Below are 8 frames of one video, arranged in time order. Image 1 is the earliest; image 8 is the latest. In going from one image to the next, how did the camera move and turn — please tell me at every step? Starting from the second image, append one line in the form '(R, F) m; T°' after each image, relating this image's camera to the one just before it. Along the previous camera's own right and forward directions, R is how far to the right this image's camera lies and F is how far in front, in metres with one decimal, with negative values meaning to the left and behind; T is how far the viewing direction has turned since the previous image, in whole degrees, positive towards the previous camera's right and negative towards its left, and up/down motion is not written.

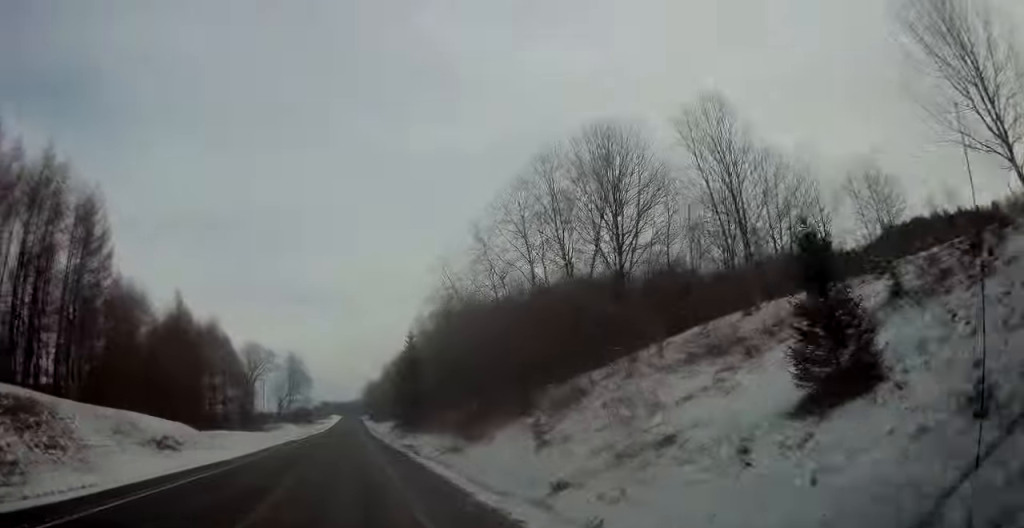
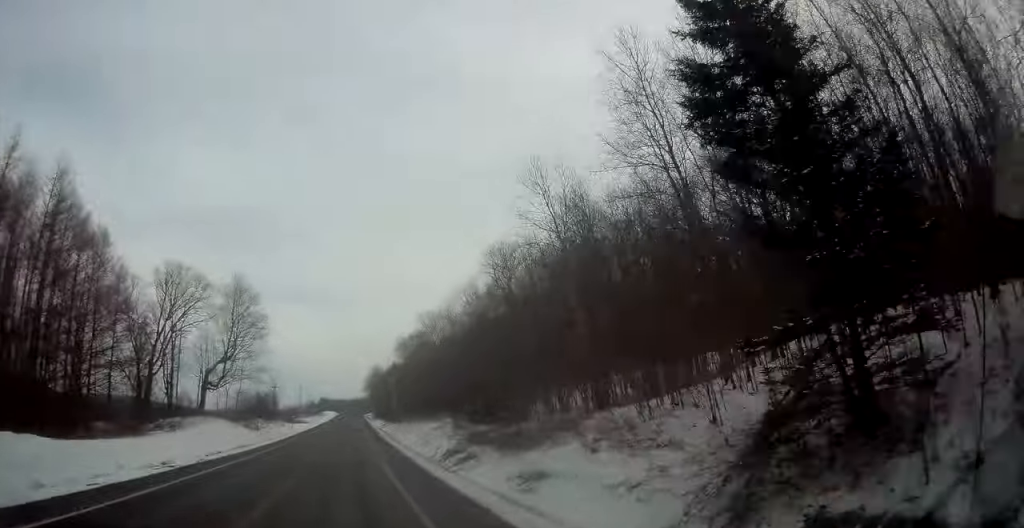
(+0.7, +67.9) m; 0°
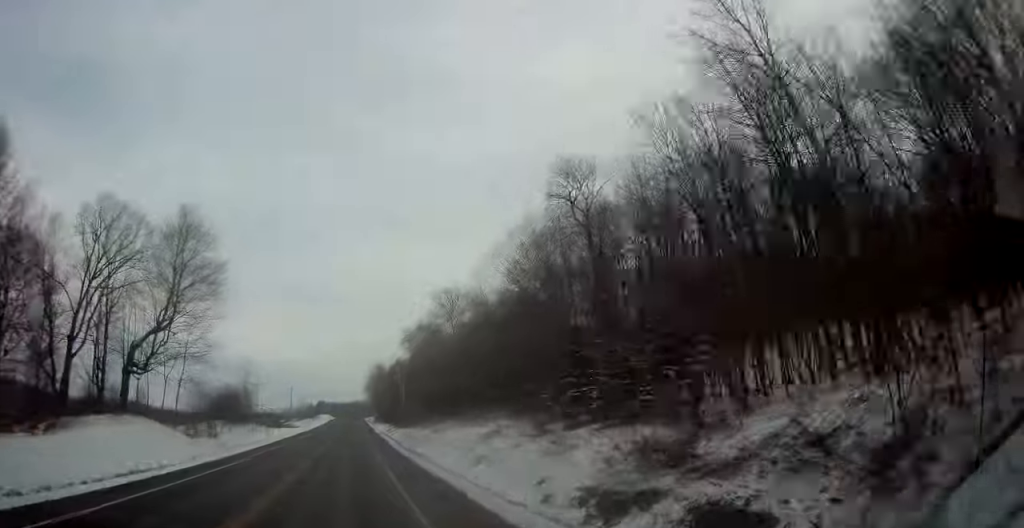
(-0.2, +23.5) m; -1°
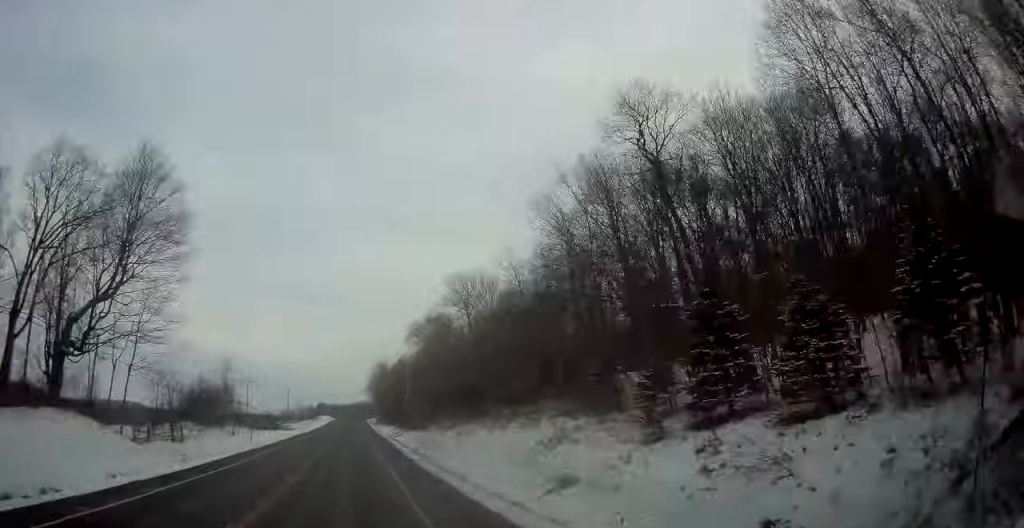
(0.0, +11.3) m; 0°
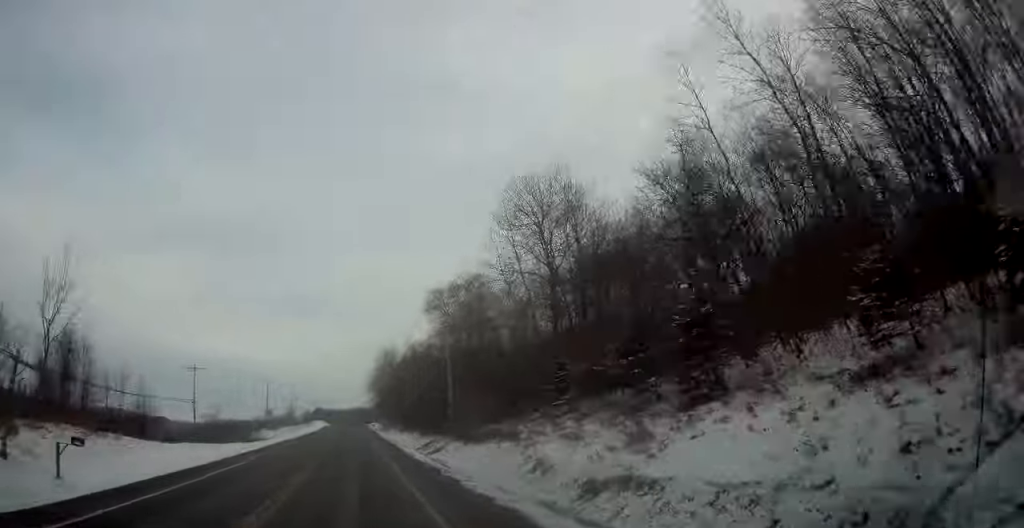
(0.0, +35.0) m; 0°
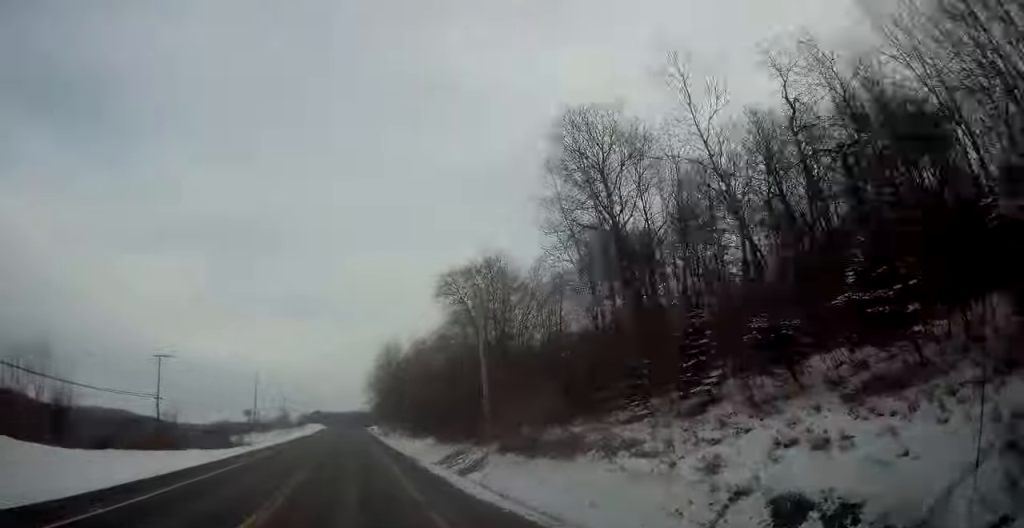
(0.0, +13.1) m; 0°
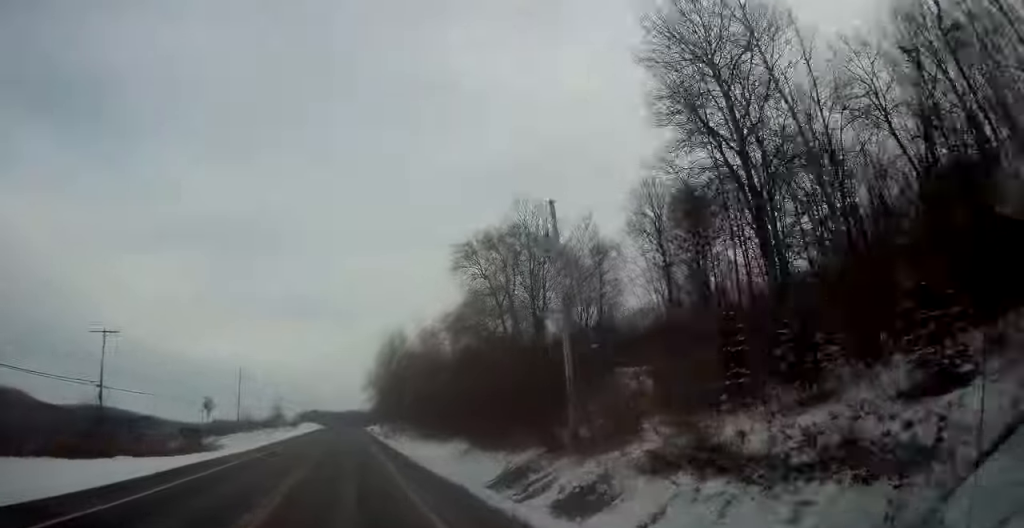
(0.0, +14.0) m; 0°
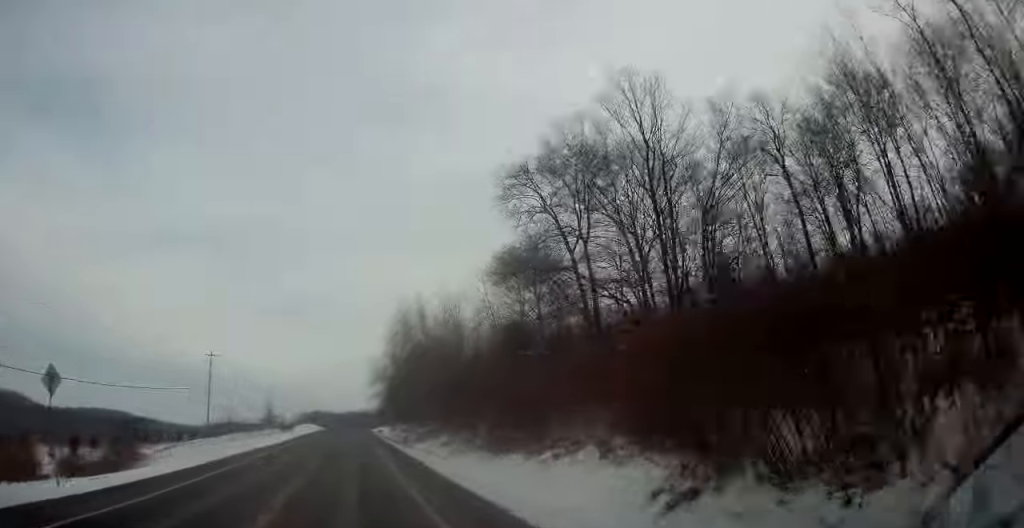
(0.0, +21.7) m; +1°
